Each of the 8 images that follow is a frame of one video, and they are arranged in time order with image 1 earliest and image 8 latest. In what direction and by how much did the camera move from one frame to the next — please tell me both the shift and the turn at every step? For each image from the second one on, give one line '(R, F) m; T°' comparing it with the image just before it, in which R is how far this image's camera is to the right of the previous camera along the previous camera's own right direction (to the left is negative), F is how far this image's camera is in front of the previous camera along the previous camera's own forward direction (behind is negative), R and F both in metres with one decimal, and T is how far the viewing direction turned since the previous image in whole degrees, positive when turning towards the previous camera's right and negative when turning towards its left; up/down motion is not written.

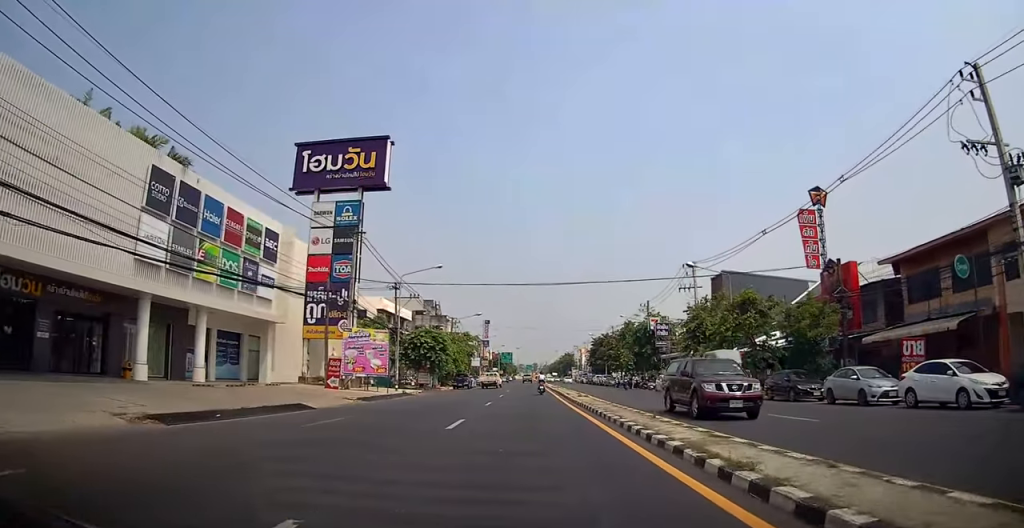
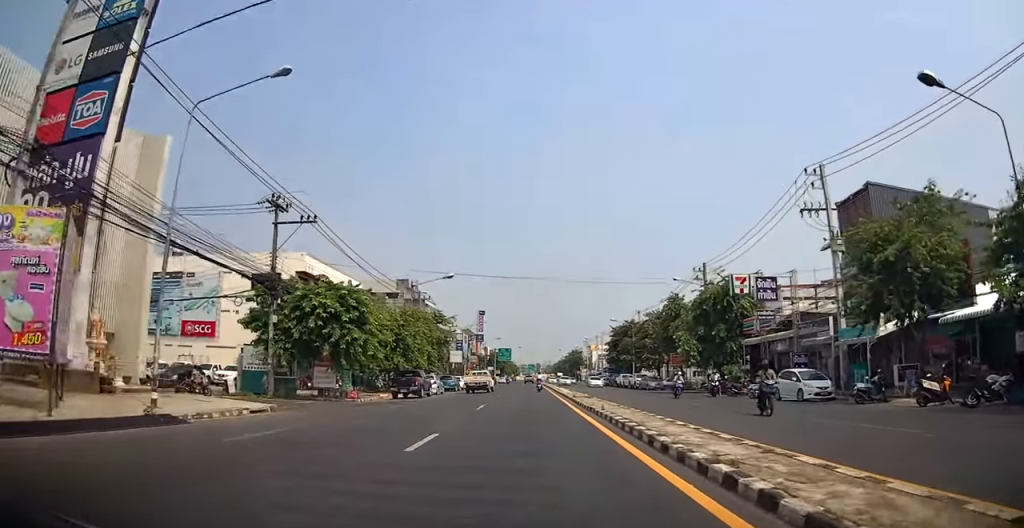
(+0.2, +27.3) m; -1°
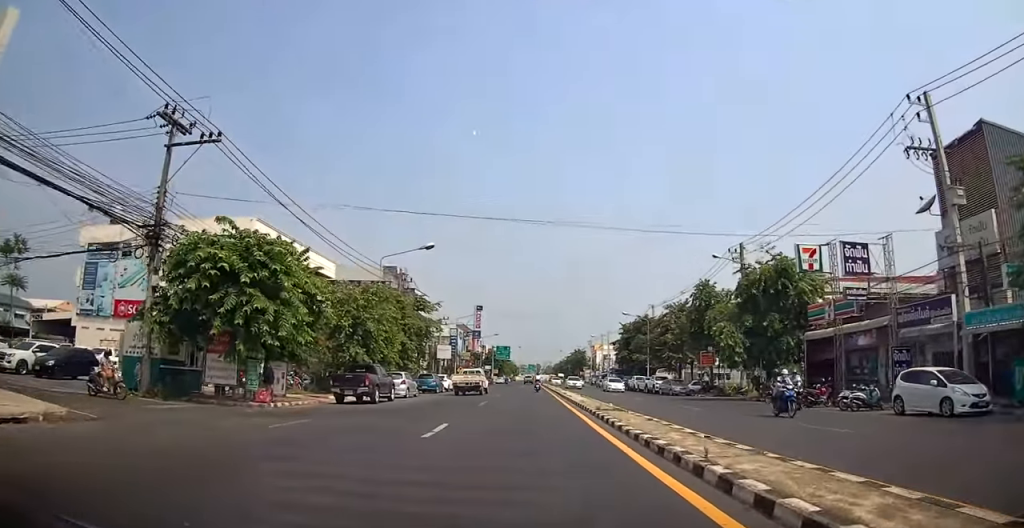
(-0.2, +10.0) m; -2°
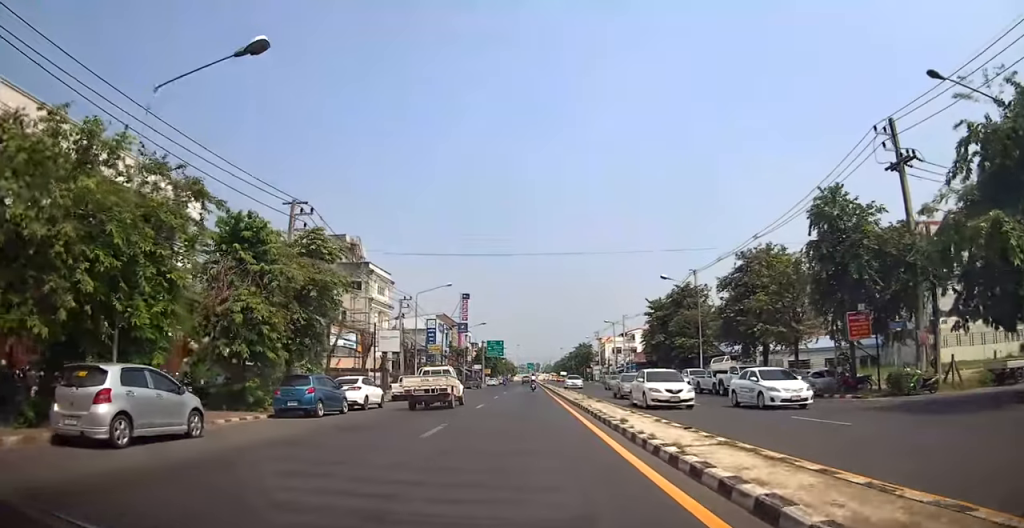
(-0.4, +23.0) m; +1°
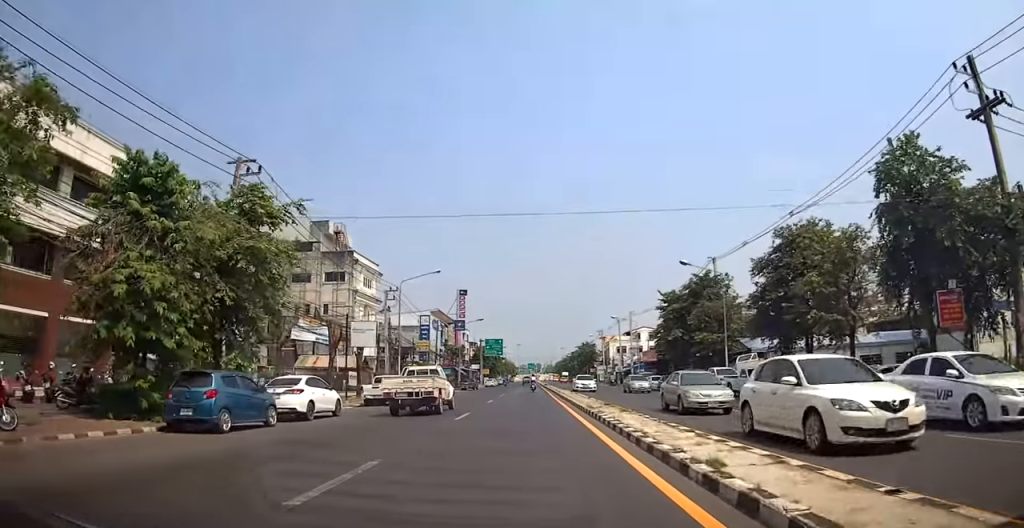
(0.0, +6.3) m; -1°
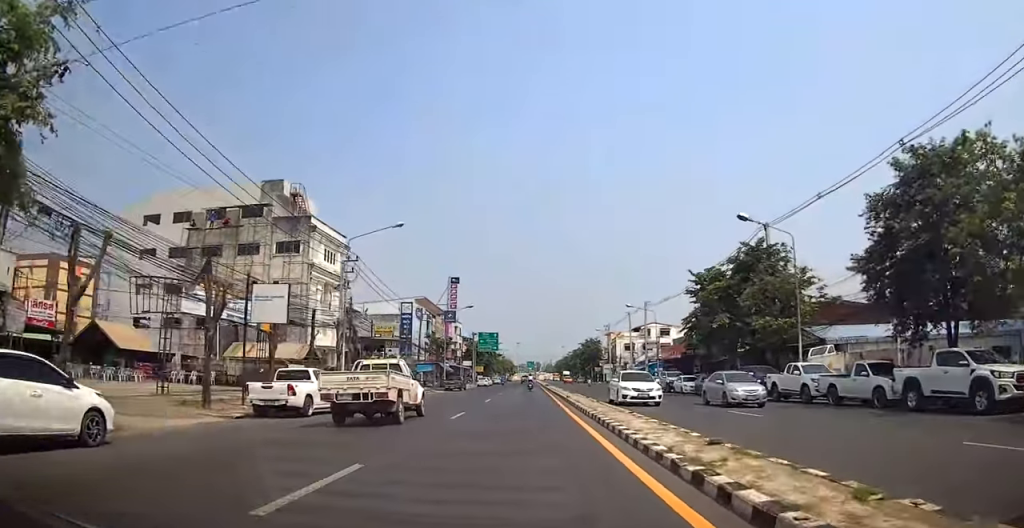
(-0.1, +12.4) m; -1°
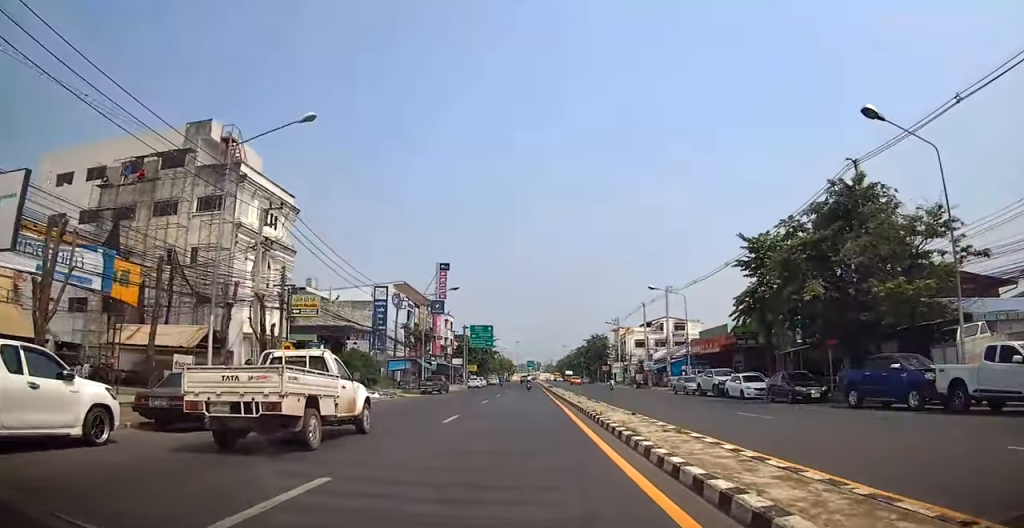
(-0.3, +12.9) m; +1°
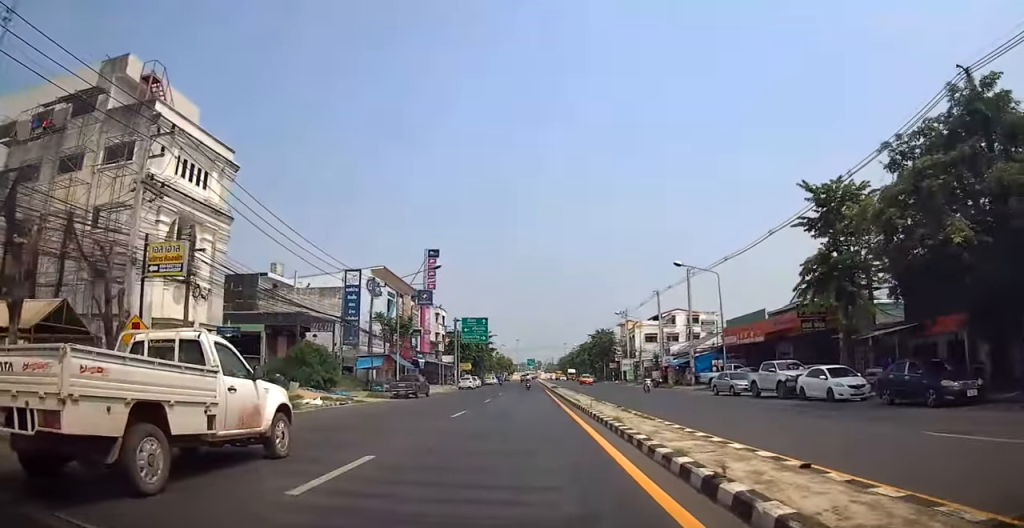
(+0.4, +9.7) m; +2°
